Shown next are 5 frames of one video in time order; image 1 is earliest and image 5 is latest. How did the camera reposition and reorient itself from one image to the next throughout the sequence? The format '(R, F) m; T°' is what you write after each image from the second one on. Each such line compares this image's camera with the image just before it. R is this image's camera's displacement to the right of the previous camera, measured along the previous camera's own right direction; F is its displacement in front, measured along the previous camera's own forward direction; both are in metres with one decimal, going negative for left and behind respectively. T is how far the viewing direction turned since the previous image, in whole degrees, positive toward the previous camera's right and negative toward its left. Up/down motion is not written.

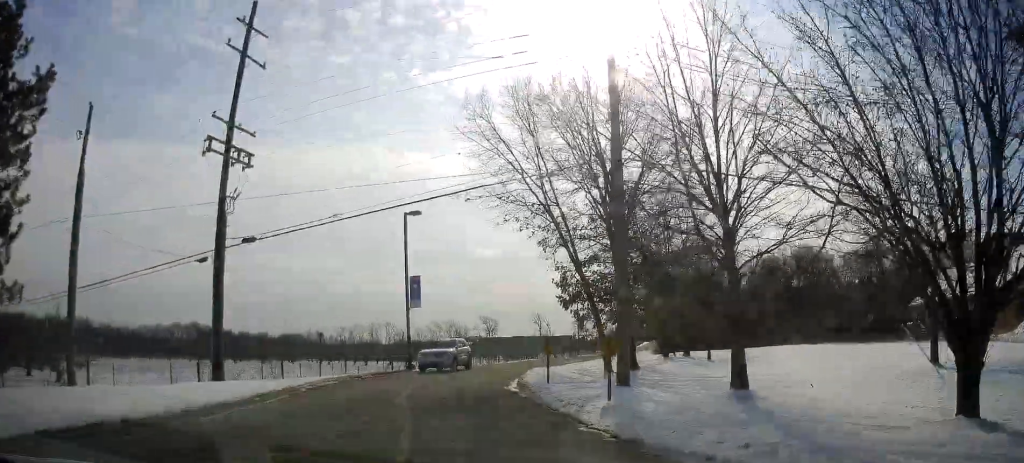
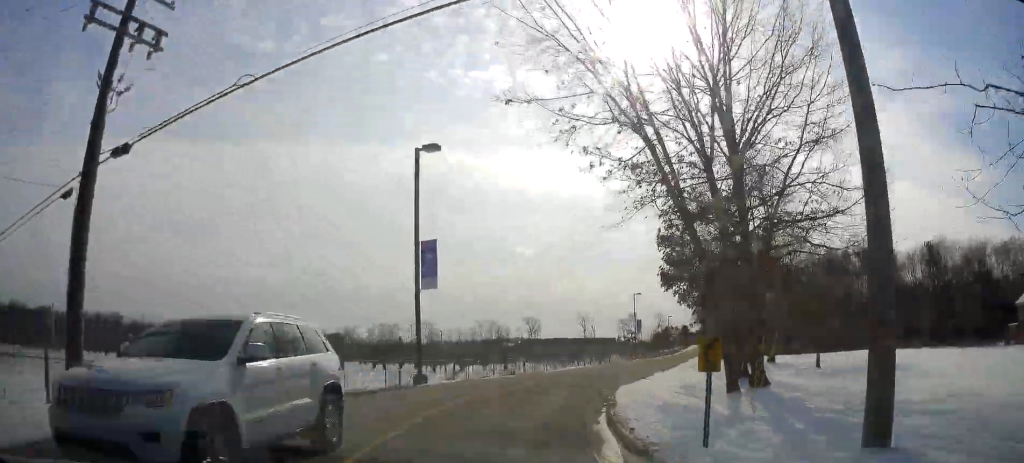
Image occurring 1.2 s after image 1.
(-0.9, +10.8) m; -6°
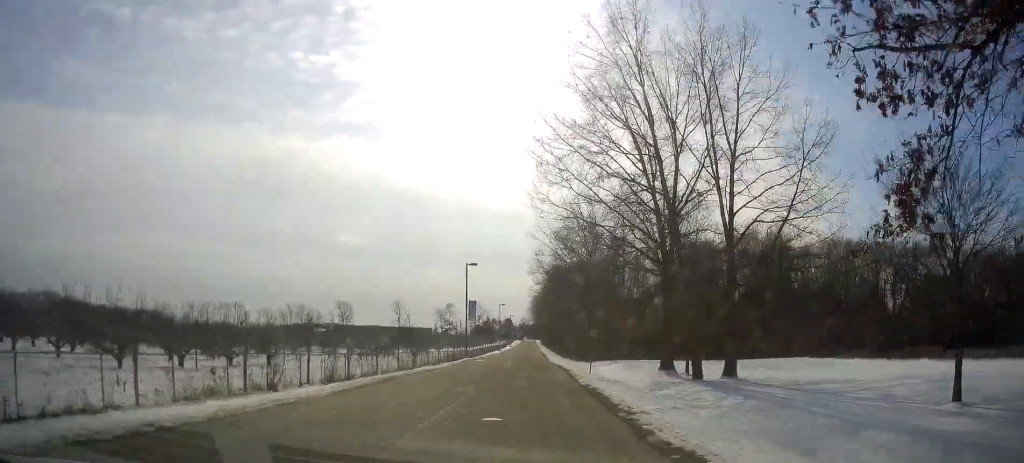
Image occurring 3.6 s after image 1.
(-1.5, +23.2) m; -2°
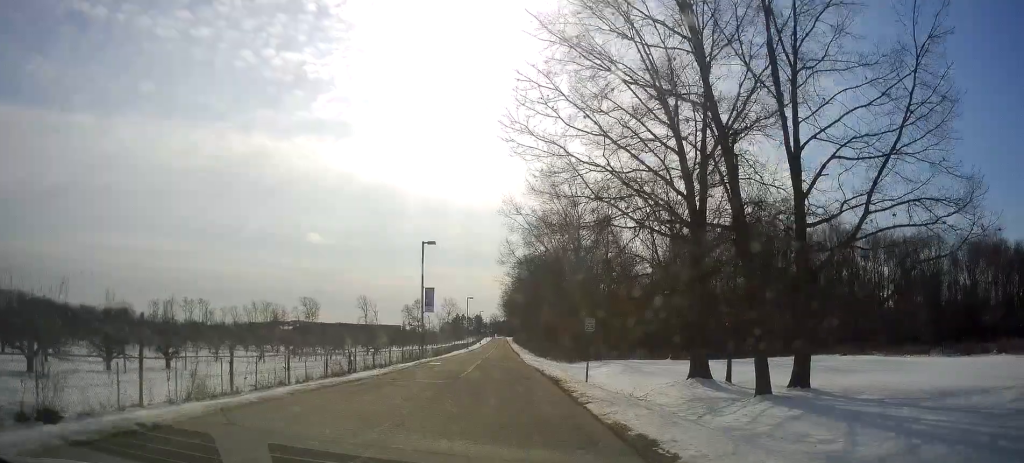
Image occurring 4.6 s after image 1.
(+0.7, +10.3) m; +9°
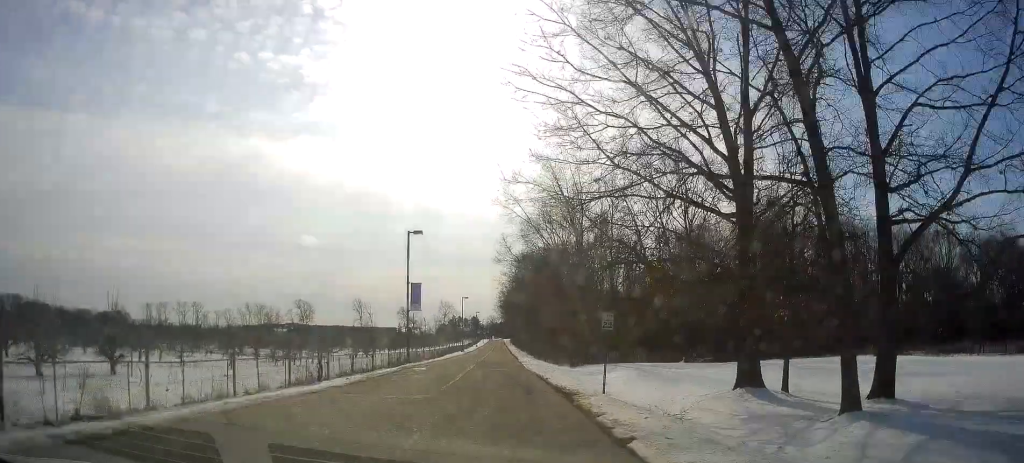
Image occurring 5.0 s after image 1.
(+0.4, +5.2) m; +4°
